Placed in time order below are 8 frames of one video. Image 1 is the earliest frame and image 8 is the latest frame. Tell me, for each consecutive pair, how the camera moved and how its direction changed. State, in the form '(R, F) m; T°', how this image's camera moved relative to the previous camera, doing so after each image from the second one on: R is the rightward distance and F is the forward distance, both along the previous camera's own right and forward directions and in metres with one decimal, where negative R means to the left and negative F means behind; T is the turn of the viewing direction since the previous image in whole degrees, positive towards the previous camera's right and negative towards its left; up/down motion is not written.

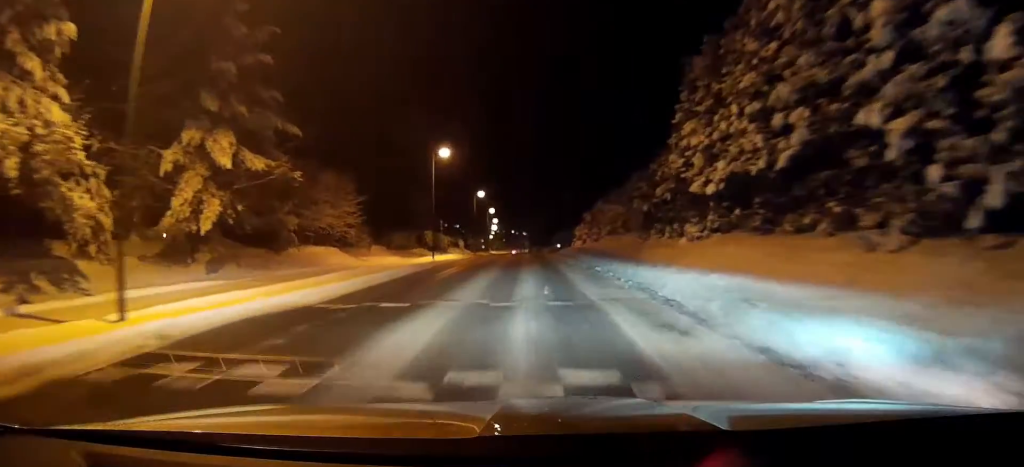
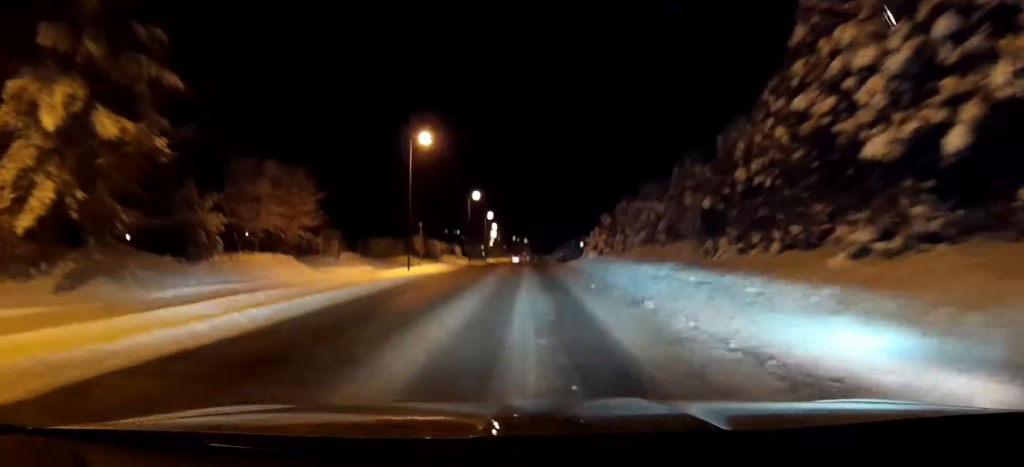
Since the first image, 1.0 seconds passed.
(0.0, +9.4) m; -1°
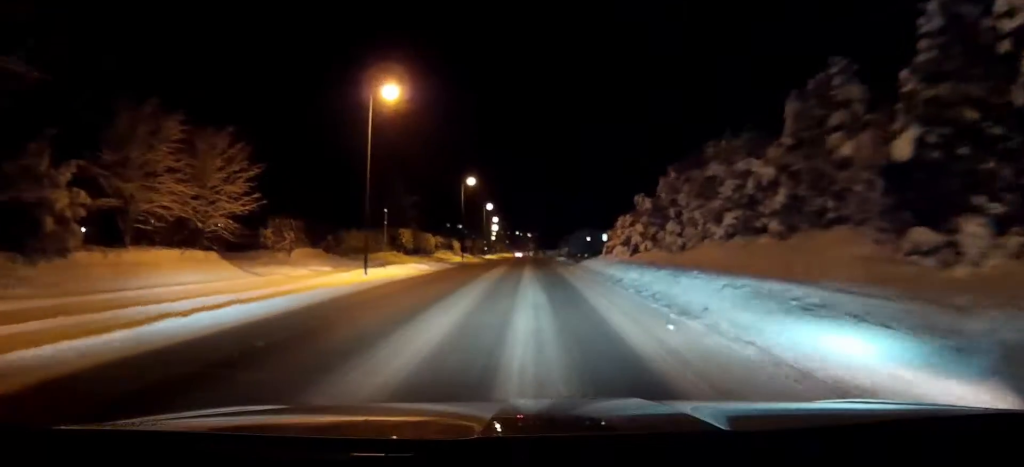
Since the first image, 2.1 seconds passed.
(-0.1, +10.1) m; -1°
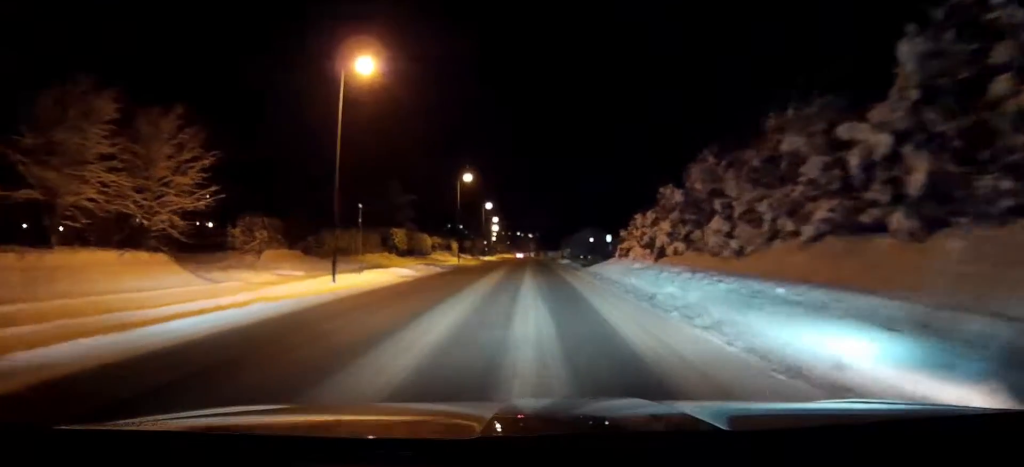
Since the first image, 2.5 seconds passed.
(0.0, +4.5) m; 0°
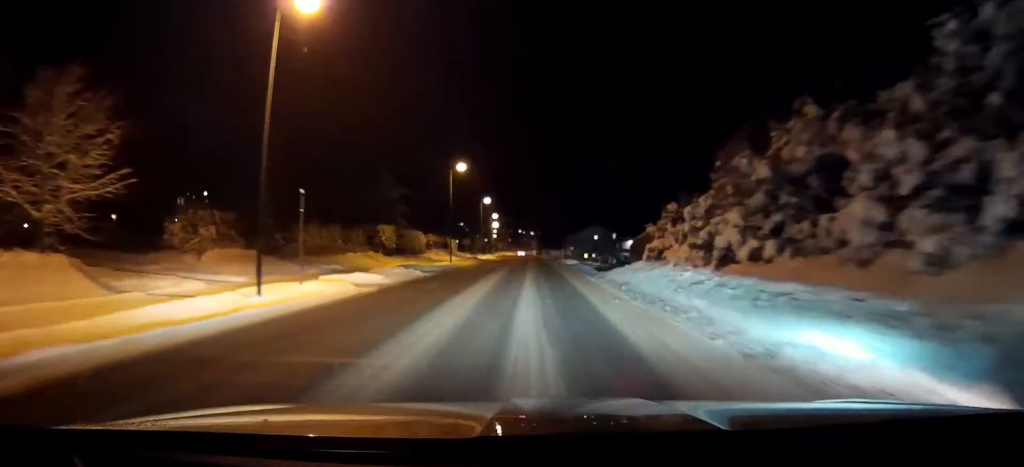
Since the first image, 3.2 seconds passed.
(0.0, +6.4) m; 0°
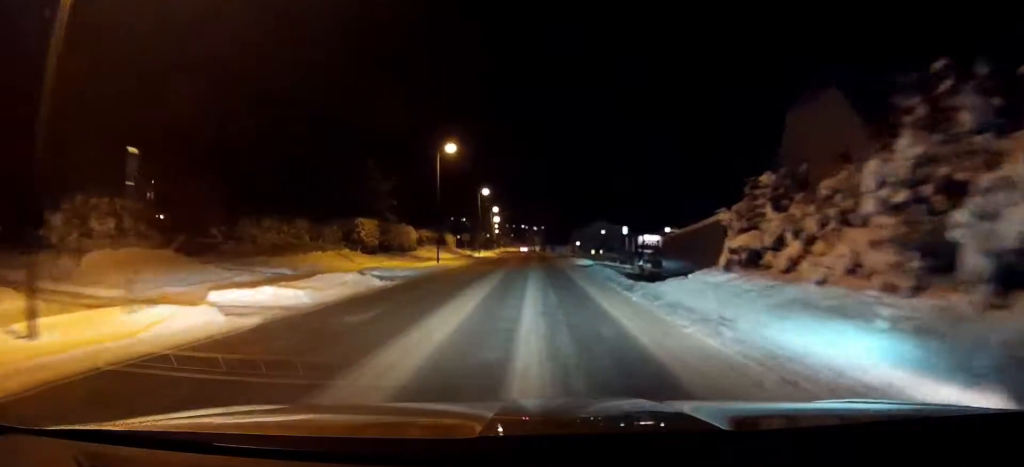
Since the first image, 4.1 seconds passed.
(0.0, +8.3) m; -1°
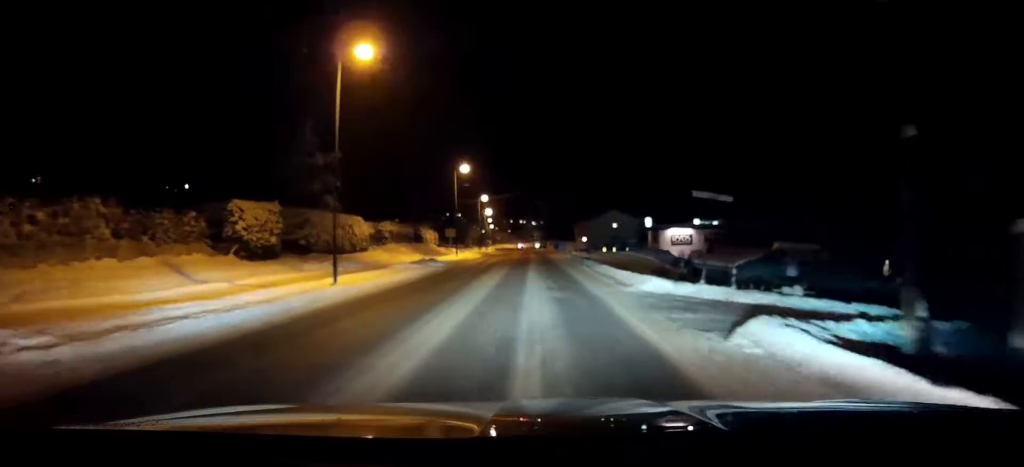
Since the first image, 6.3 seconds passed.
(+0.3, +21.7) m; +1°
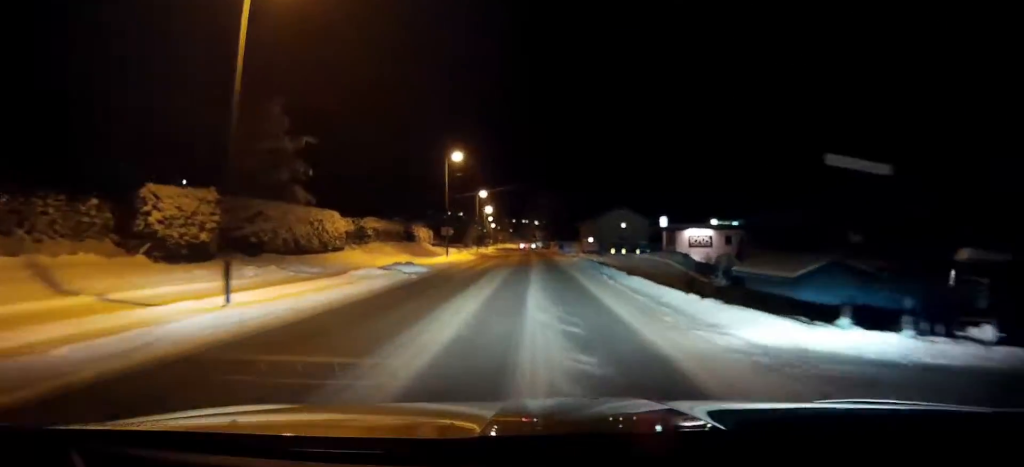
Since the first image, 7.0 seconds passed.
(0.0, +7.7) m; -1°
